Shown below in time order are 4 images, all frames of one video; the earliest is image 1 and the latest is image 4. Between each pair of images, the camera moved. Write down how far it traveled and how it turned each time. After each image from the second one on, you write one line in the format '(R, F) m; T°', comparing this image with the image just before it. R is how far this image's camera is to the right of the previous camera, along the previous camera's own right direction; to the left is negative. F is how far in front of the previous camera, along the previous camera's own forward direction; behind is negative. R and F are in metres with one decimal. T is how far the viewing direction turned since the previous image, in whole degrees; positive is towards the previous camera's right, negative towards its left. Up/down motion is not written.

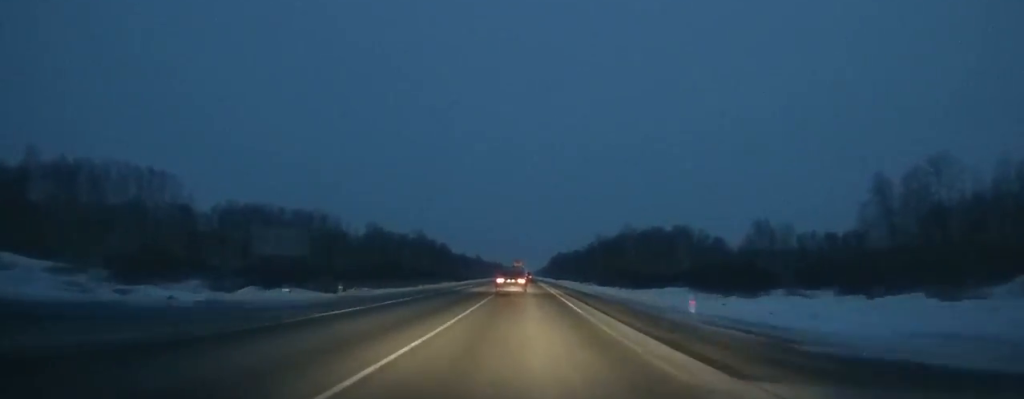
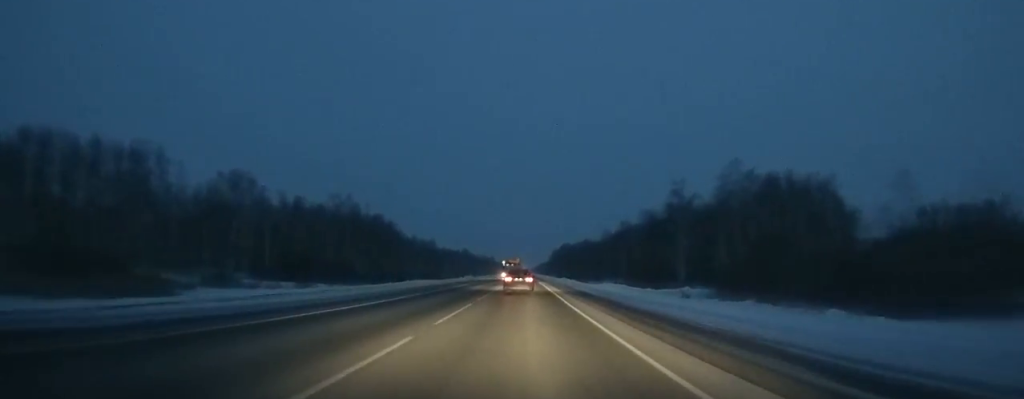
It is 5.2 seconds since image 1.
(+0.6, +109.4) m; +1°
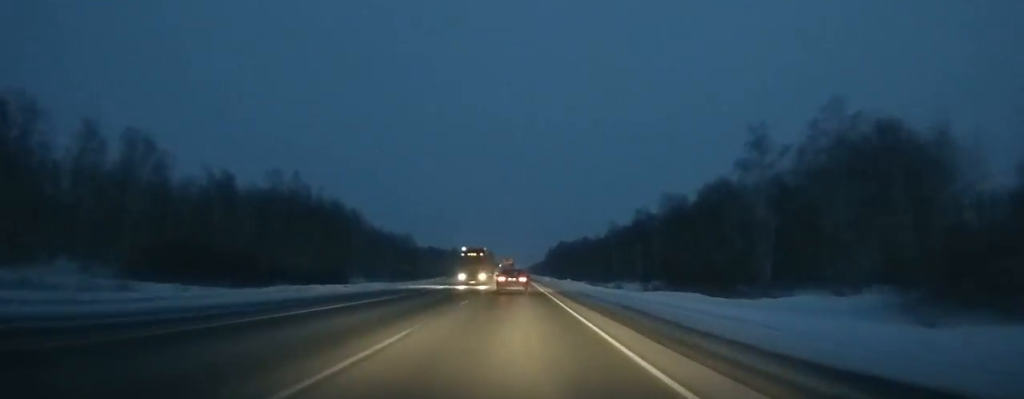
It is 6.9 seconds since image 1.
(0.0, +35.4) m; 0°
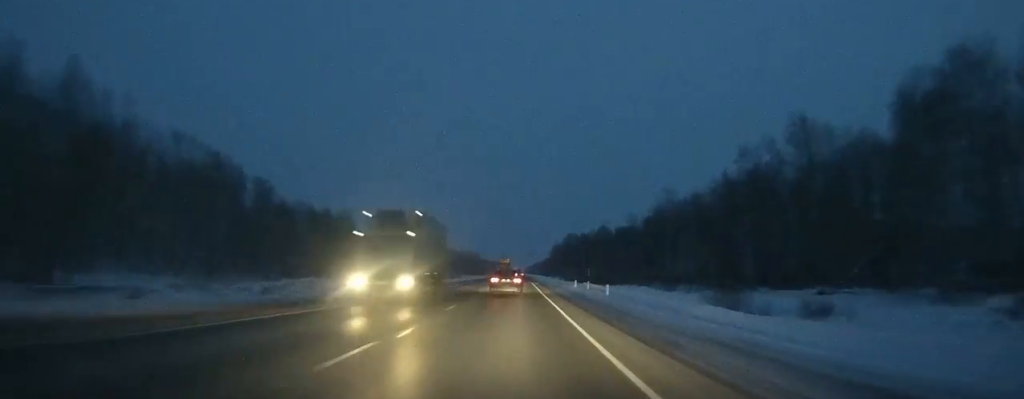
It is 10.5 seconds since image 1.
(-0.2, +74.7) m; 0°
